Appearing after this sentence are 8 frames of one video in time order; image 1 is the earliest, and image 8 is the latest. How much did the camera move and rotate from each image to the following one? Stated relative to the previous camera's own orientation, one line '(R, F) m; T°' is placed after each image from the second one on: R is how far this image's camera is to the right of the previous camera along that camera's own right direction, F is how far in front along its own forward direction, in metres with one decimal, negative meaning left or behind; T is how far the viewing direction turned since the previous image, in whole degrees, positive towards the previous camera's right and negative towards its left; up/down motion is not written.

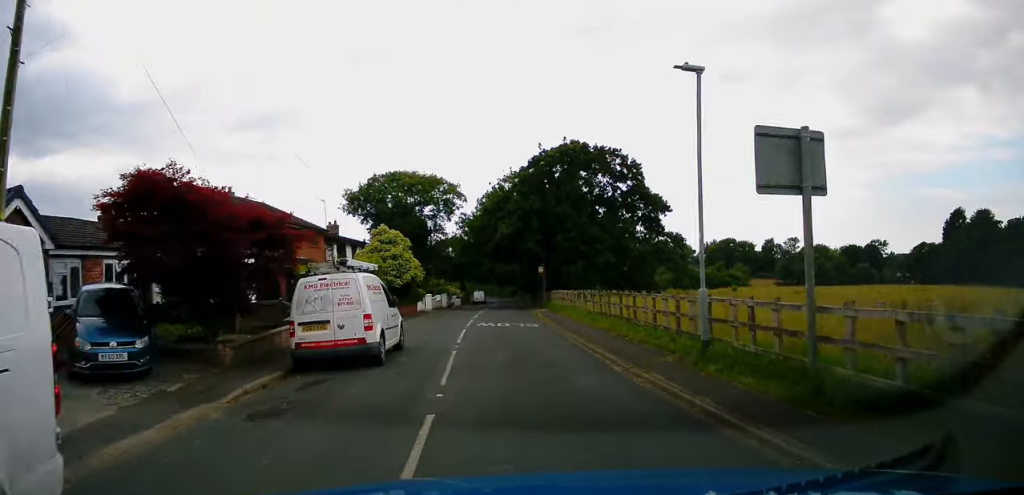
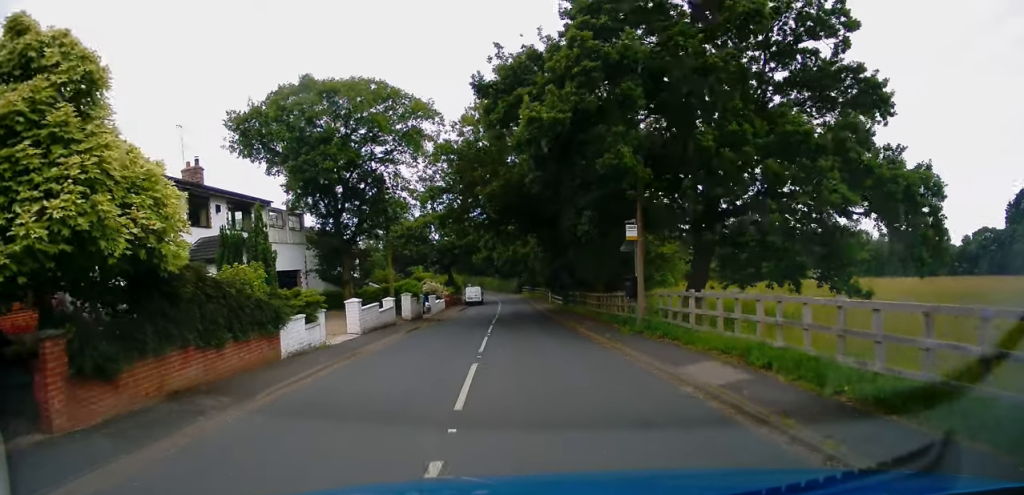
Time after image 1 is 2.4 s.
(-0.4, +26.8) m; +1°
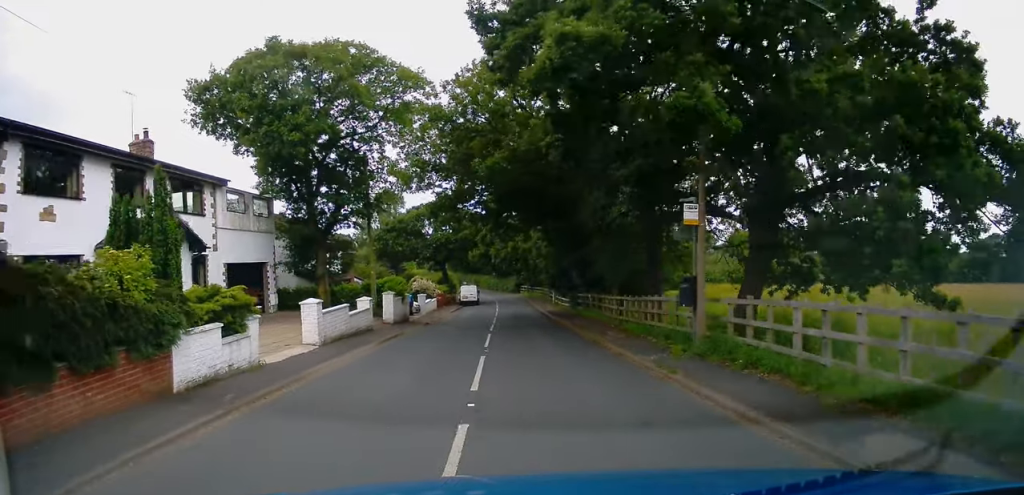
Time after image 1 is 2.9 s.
(+0.2, +5.1) m; 0°
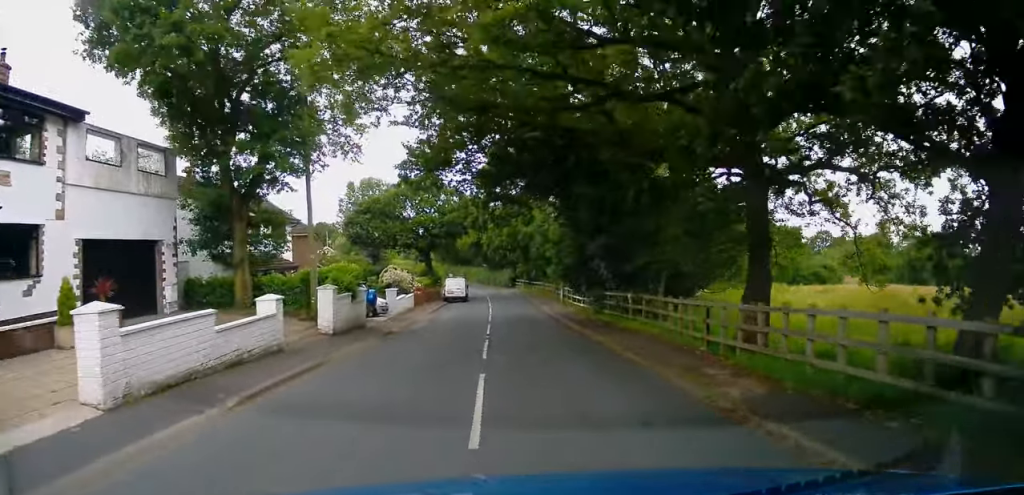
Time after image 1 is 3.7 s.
(-0.3, +9.2) m; -2°
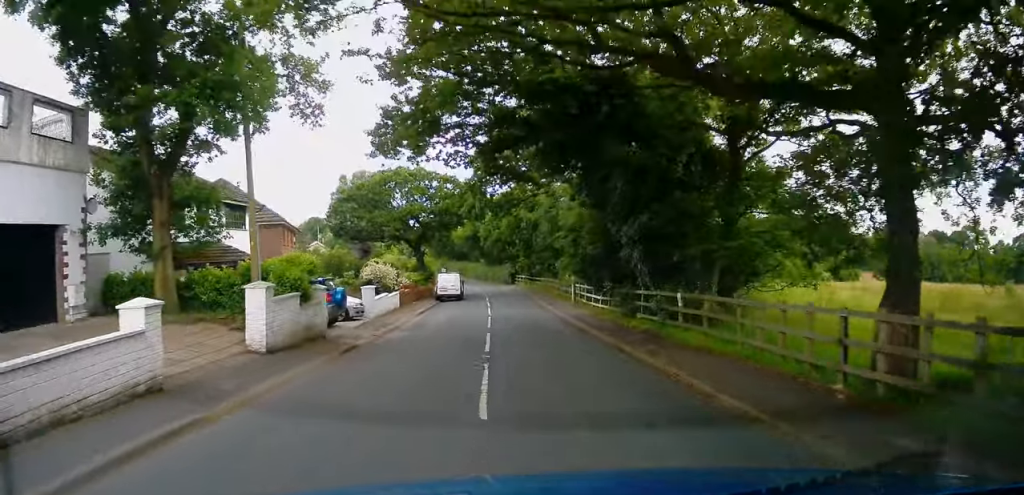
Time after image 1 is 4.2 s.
(-0.1, +5.5) m; +1°
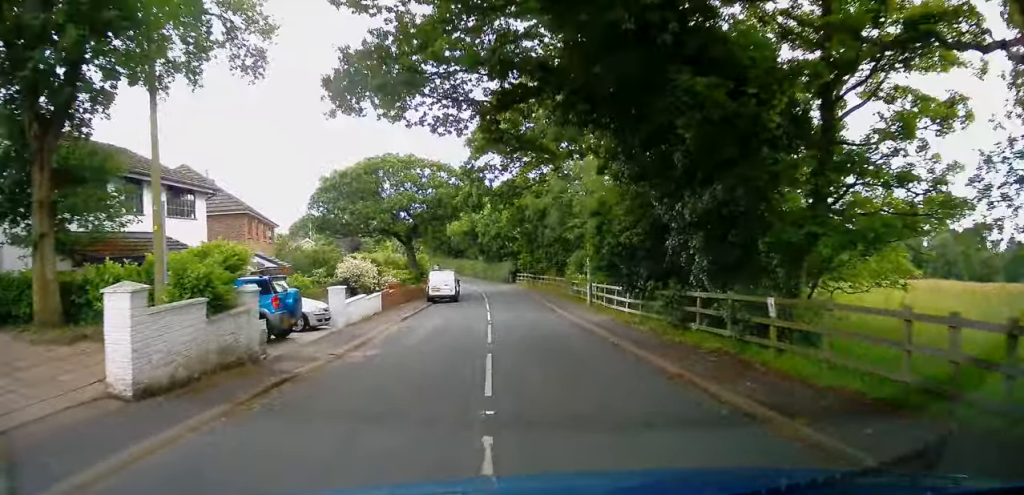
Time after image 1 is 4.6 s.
(-0.2, +4.8) m; +1°
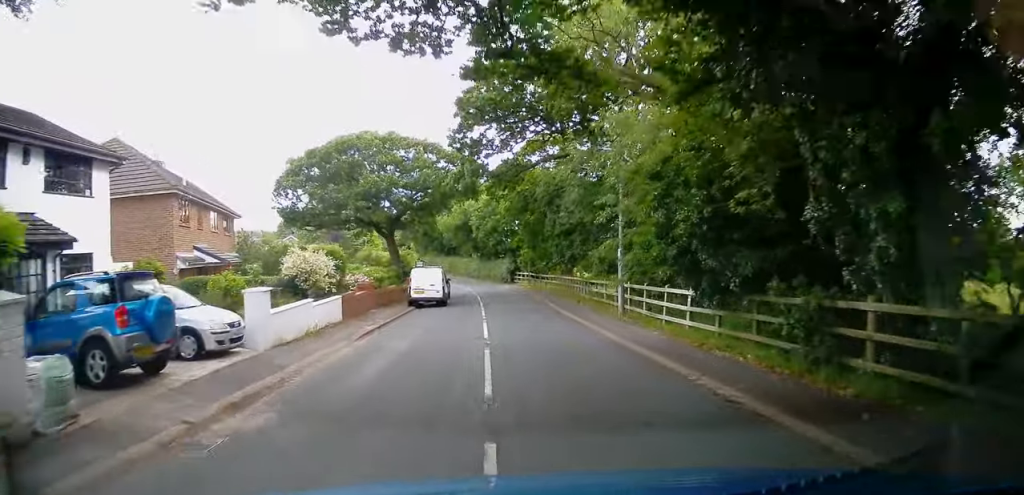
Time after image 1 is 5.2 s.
(+0.2, +6.5) m; +1°
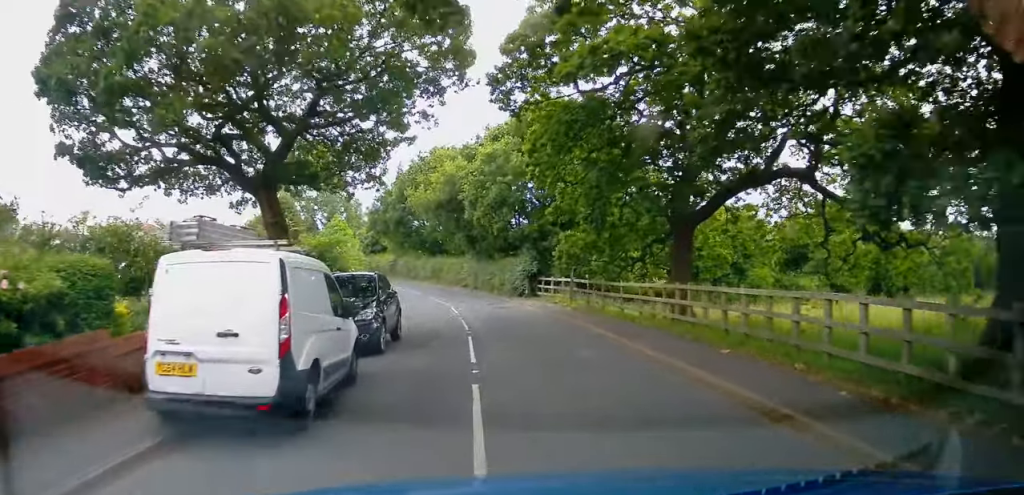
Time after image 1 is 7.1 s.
(0.0, +22.2) m; -3°
